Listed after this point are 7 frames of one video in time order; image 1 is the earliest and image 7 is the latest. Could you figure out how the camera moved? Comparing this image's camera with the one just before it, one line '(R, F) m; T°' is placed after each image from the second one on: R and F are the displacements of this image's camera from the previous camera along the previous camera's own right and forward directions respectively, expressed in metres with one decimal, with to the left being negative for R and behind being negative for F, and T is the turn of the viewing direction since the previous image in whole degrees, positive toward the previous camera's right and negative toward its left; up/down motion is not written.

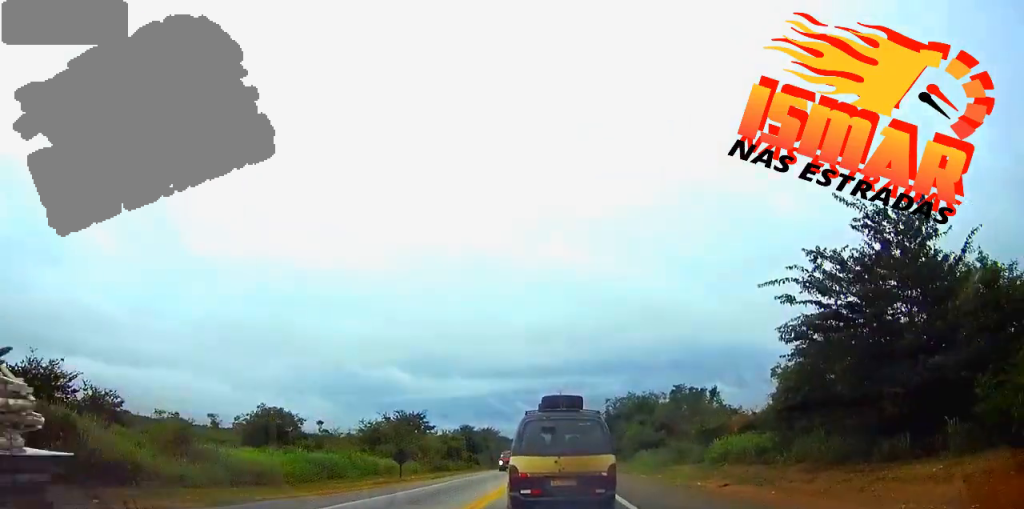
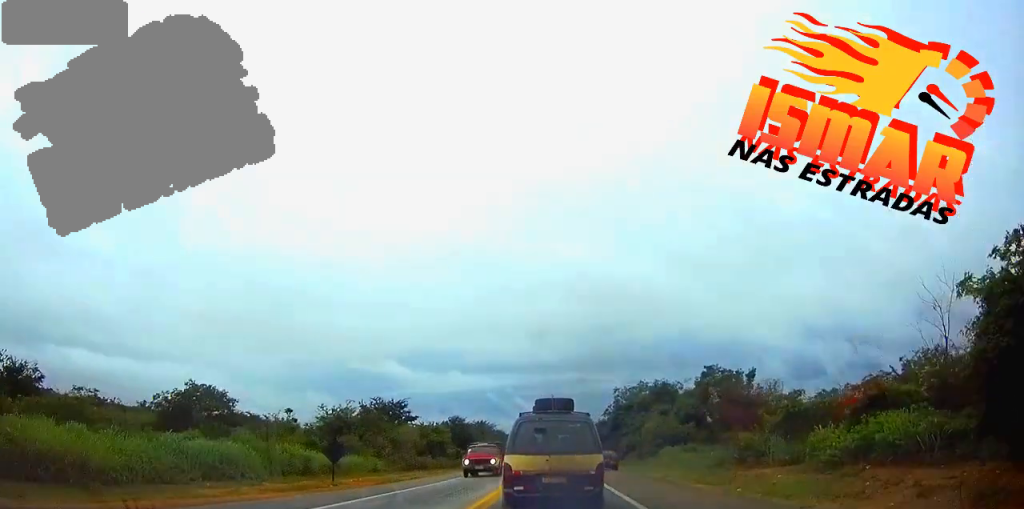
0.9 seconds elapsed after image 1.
(-0.1, +16.3) m; 0°
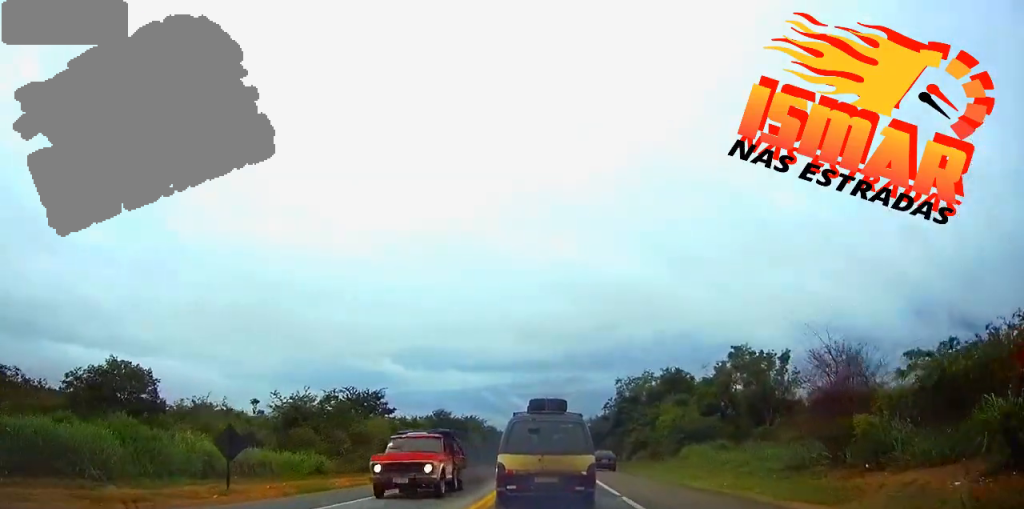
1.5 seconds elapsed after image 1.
(+0.1, +11.8) m; 0°
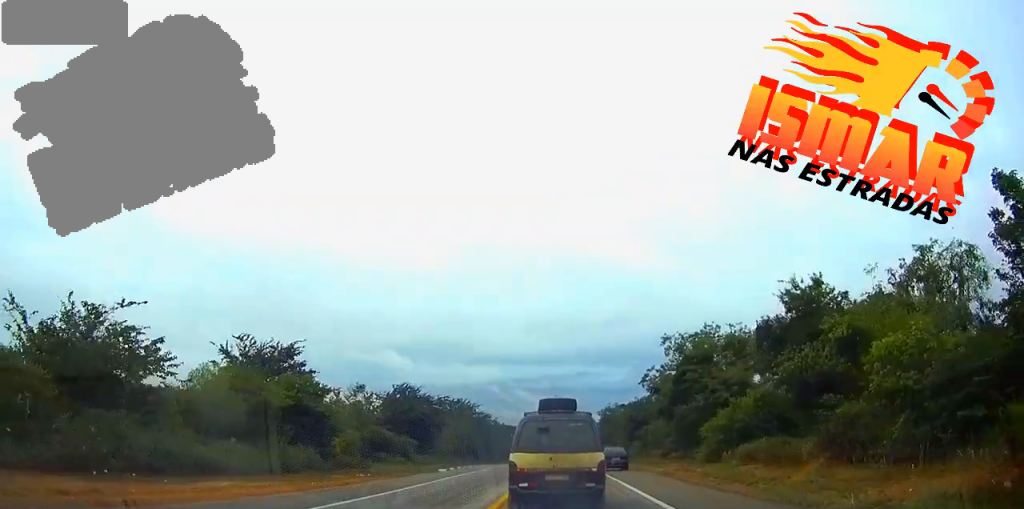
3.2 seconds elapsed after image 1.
(0.0, +36.0) m; 0°
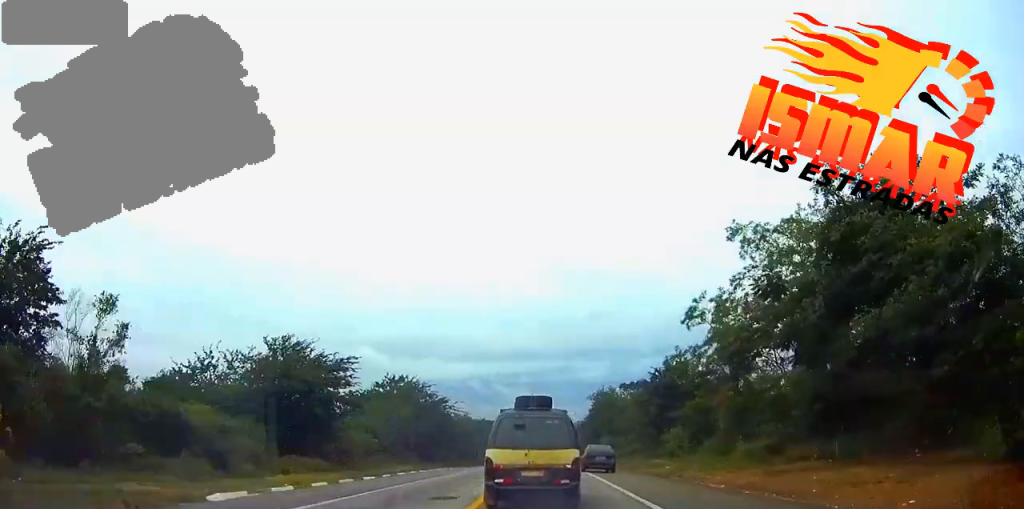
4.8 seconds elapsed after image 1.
(+0.2, +33.1) m; 0°
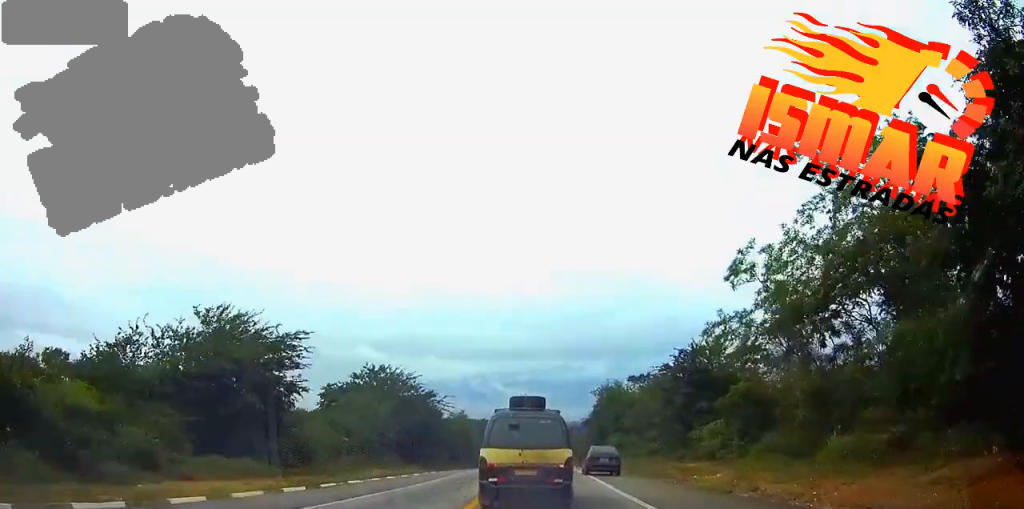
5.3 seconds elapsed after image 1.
(0.0, +10.8) m; 0°
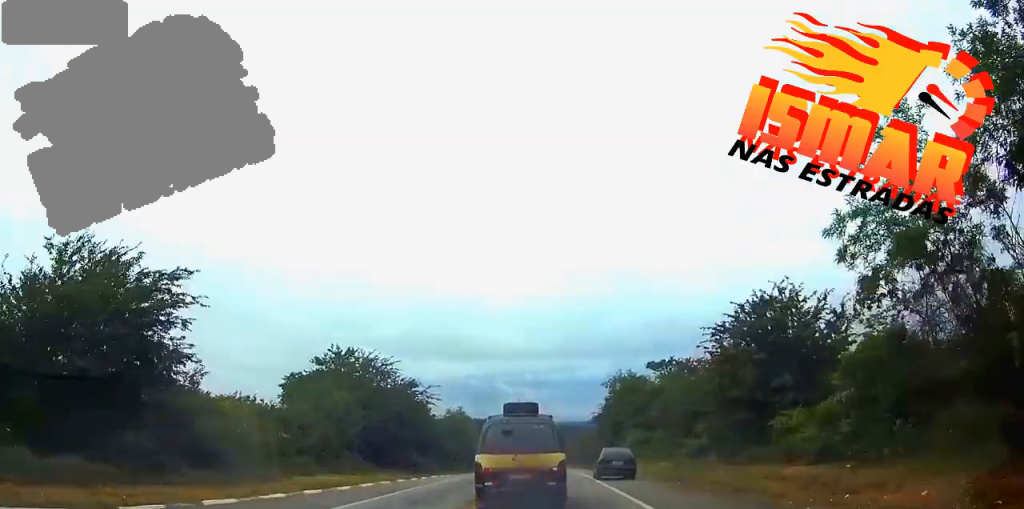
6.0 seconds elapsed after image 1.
(+0.1, +14.5) m; -1°
